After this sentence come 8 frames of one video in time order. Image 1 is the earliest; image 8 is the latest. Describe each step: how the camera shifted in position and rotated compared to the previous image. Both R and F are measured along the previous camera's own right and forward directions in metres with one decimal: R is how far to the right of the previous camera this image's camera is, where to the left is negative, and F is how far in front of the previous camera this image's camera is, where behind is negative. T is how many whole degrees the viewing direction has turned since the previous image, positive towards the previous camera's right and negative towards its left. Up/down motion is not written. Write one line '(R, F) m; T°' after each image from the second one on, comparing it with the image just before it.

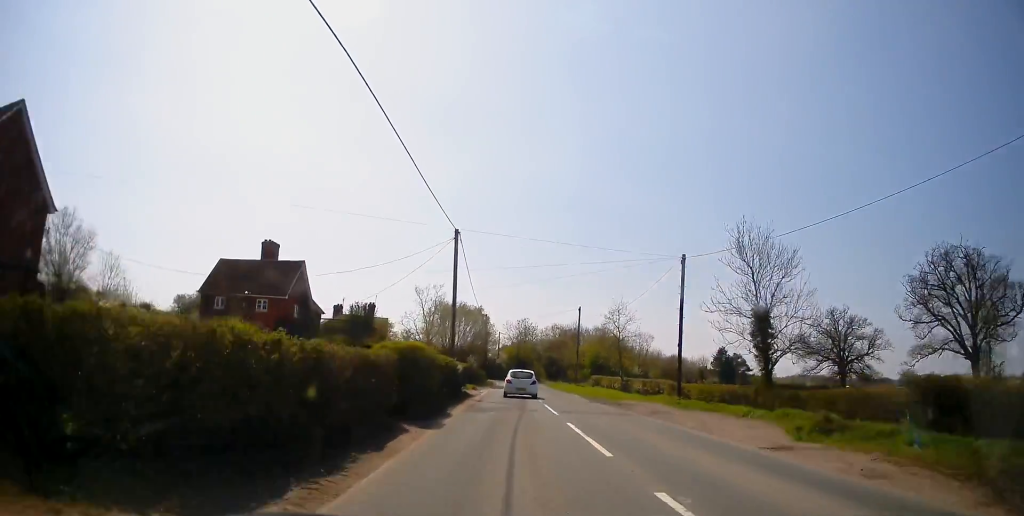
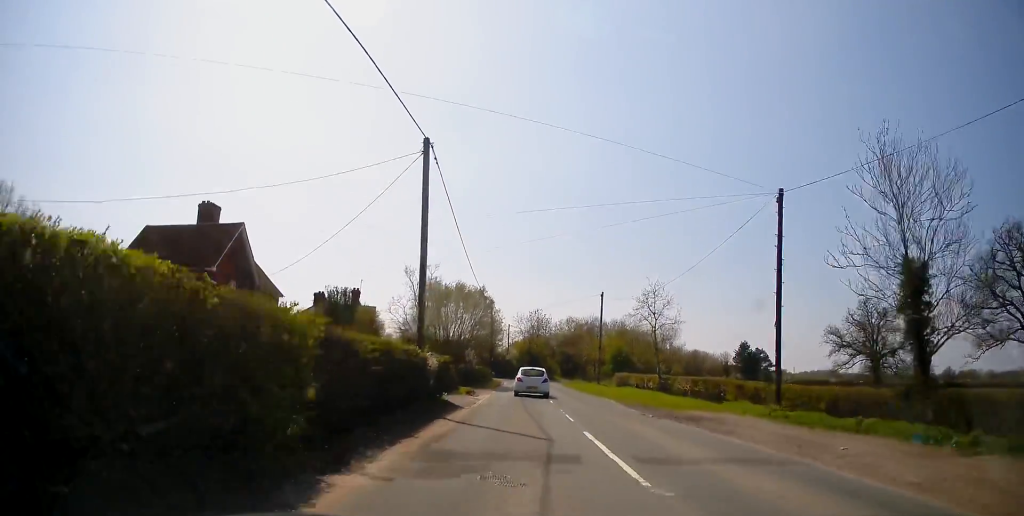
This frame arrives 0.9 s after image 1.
(0.0, +11.6) m; -2°
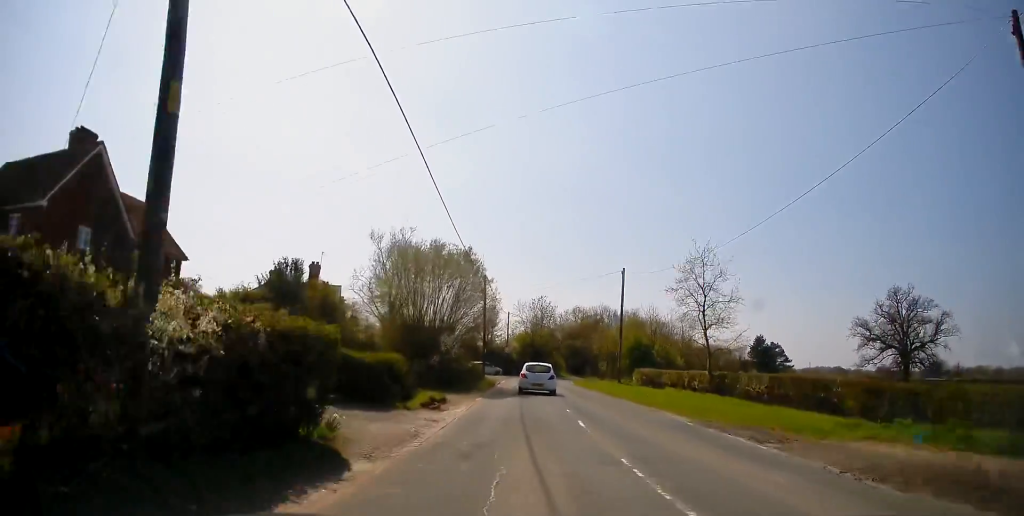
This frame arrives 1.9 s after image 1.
(-0.6, +12.8) m; -2°
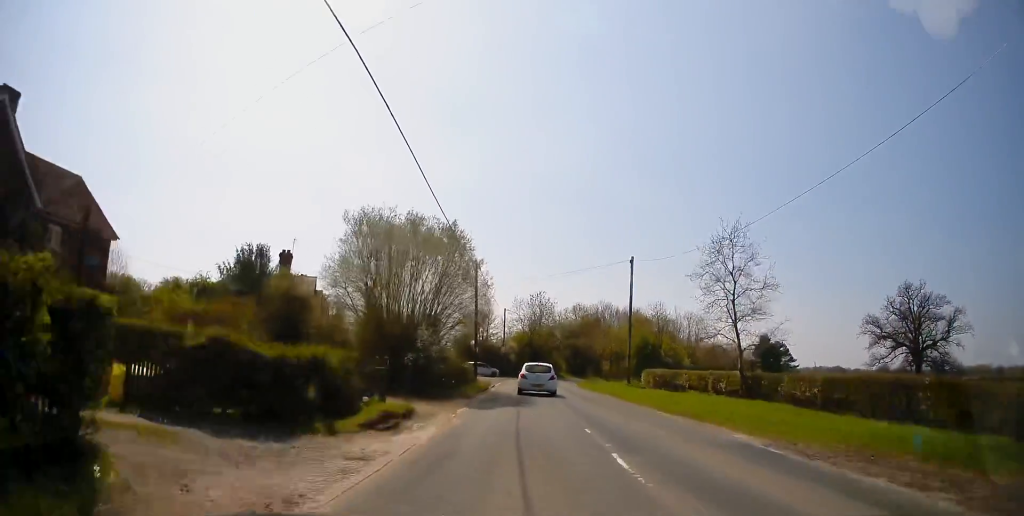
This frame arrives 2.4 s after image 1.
(-0.1, +5.6) m; +1°
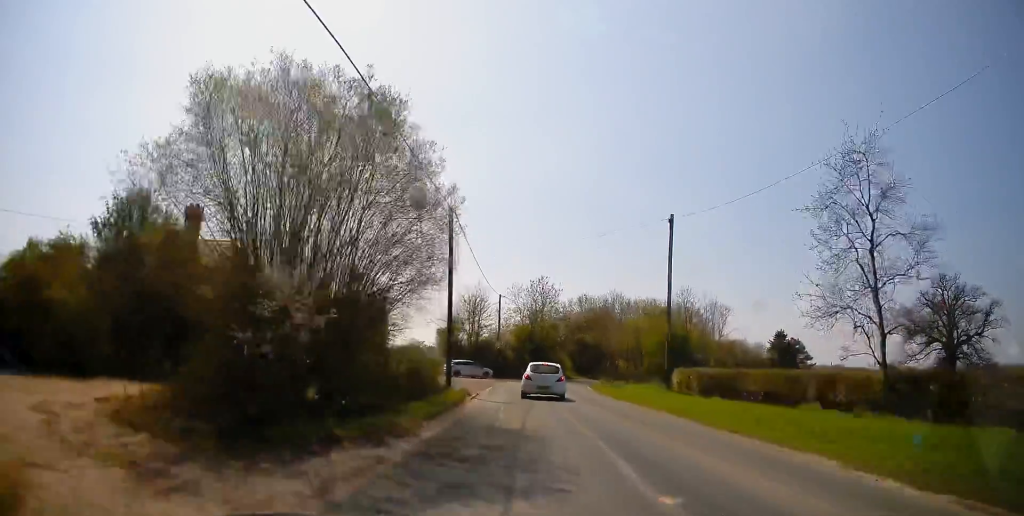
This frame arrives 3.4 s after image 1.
(+0.5, +12.7) m; +1°
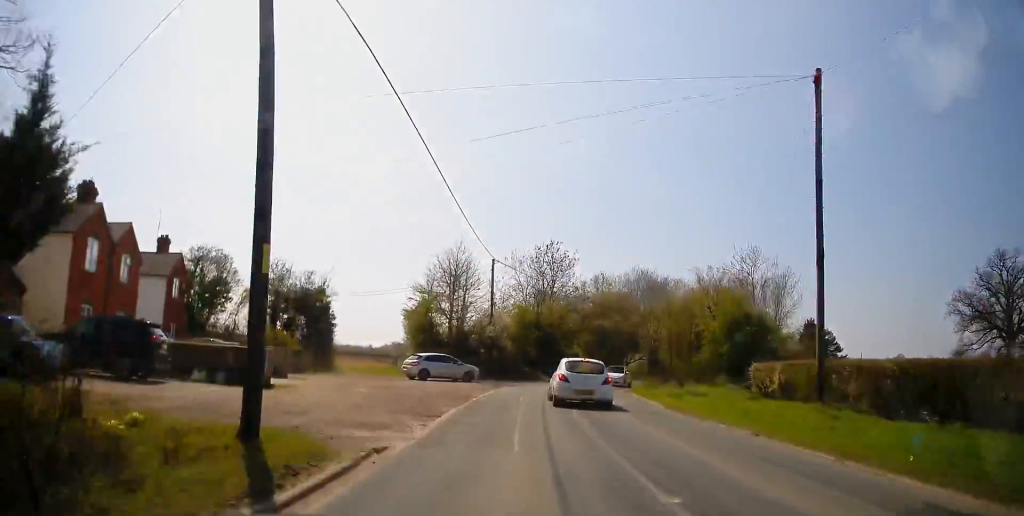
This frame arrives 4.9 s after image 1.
(-0.4, +16.5) m; 0°
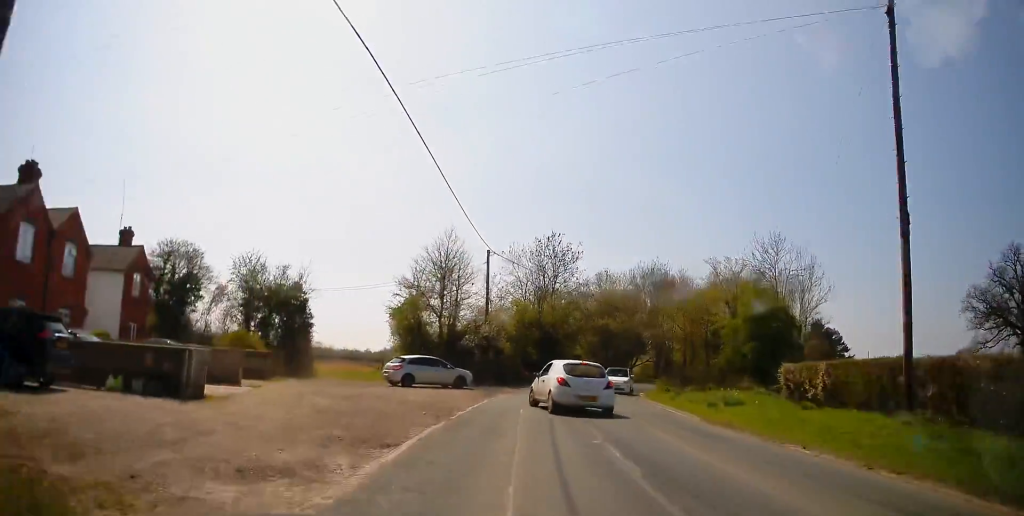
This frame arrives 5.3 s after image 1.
(+0.1, +4.1) m; +1°
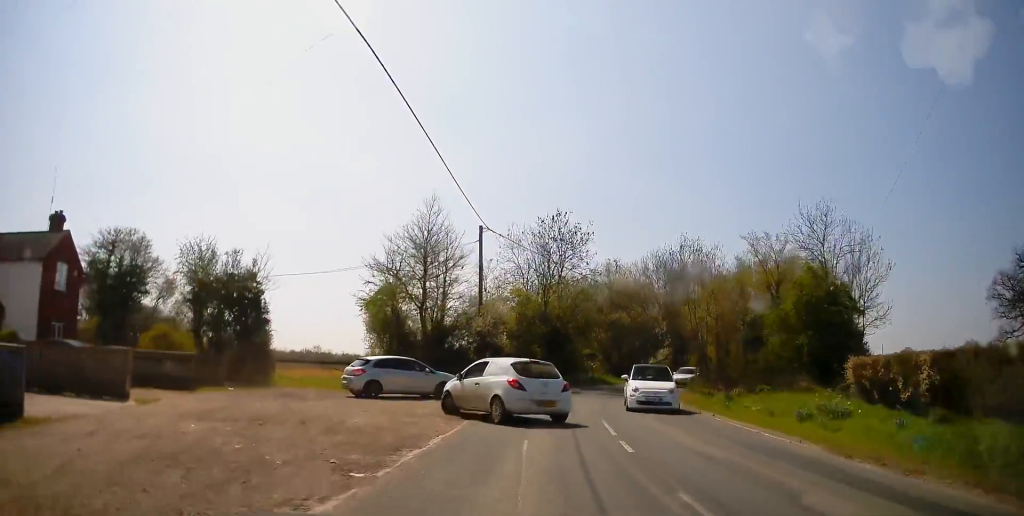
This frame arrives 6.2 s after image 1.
(+0.1, +6.7) m; -1°
